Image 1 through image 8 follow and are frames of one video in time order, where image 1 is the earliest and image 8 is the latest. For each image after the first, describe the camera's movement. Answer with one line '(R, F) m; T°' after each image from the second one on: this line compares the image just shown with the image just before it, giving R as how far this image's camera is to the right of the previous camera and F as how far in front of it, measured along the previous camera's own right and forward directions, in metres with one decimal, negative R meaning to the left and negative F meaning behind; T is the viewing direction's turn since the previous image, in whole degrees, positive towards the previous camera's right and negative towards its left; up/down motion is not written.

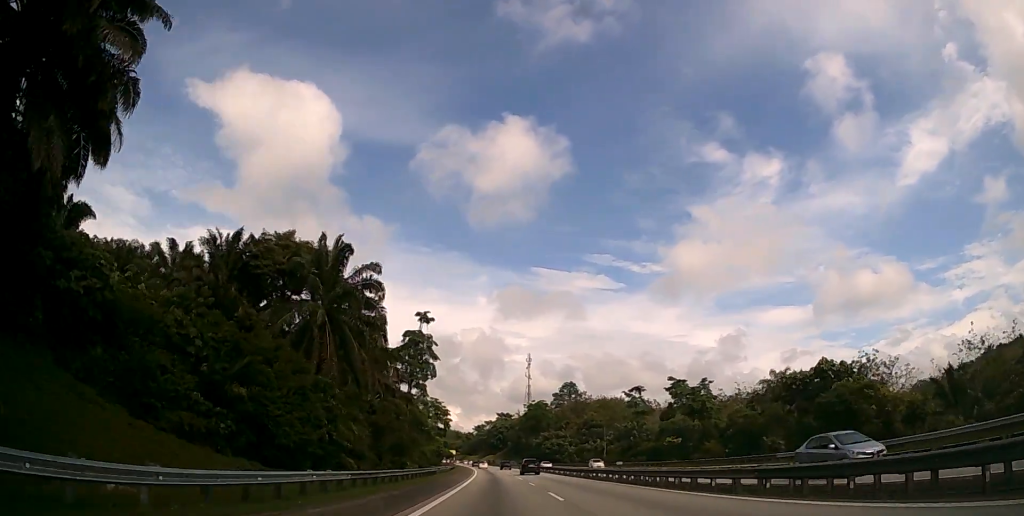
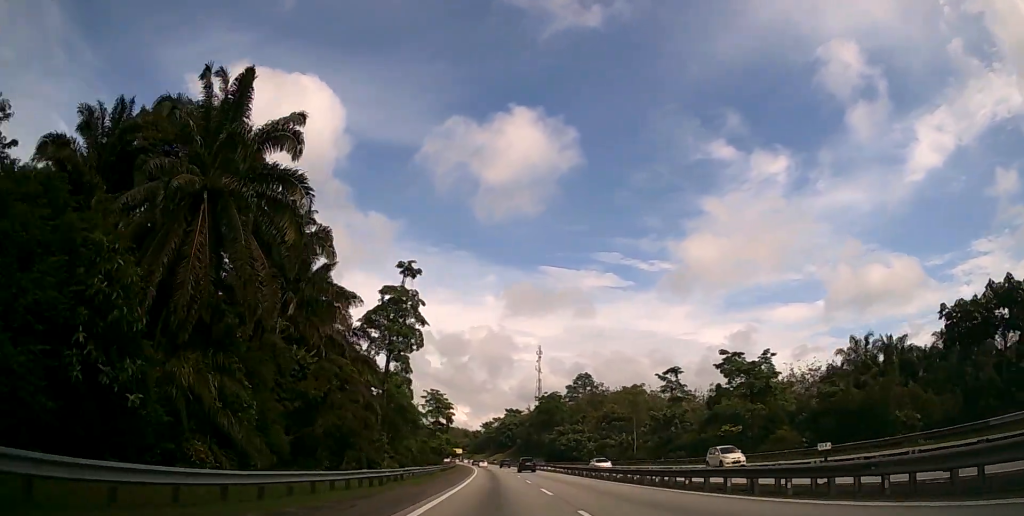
(-0.1, +21.1) m; -1°
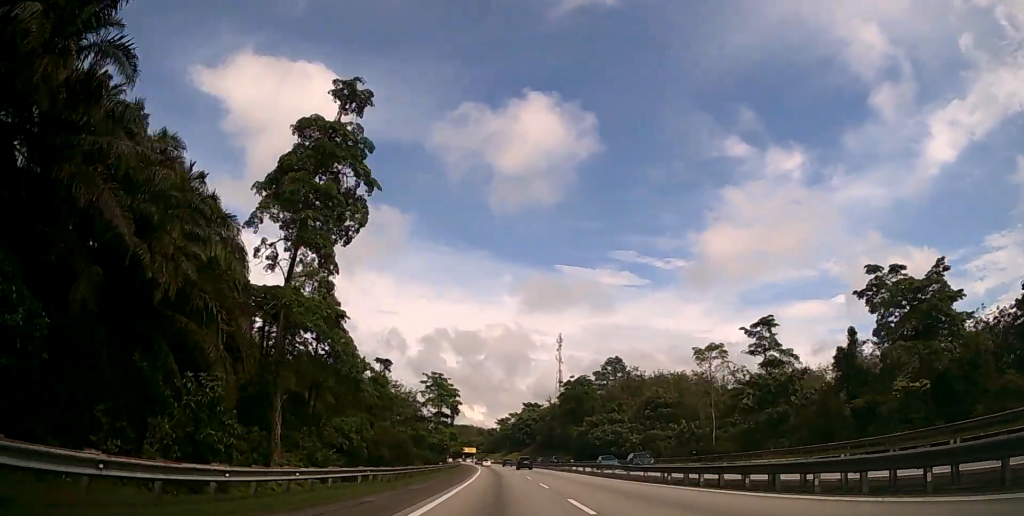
(-0.5, +33.2) m; -2°
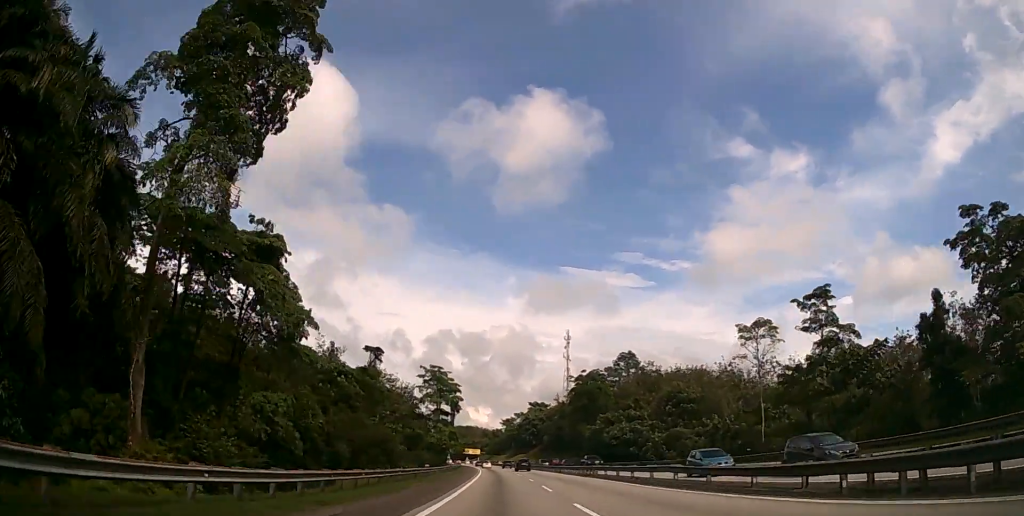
(-0.1, +13.1) m; -1°
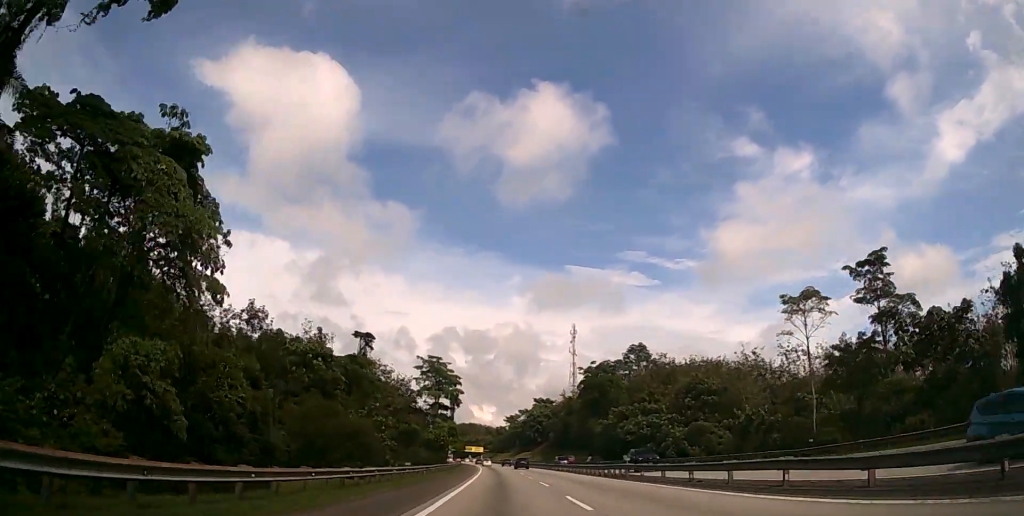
(0.0, +10.1) m; 0°
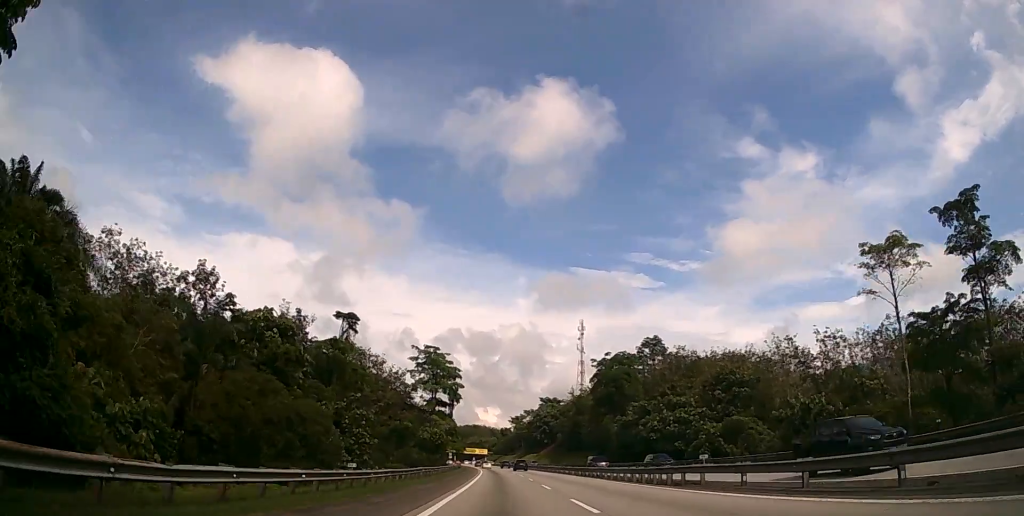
(-0.1, +13.1) m; 0°
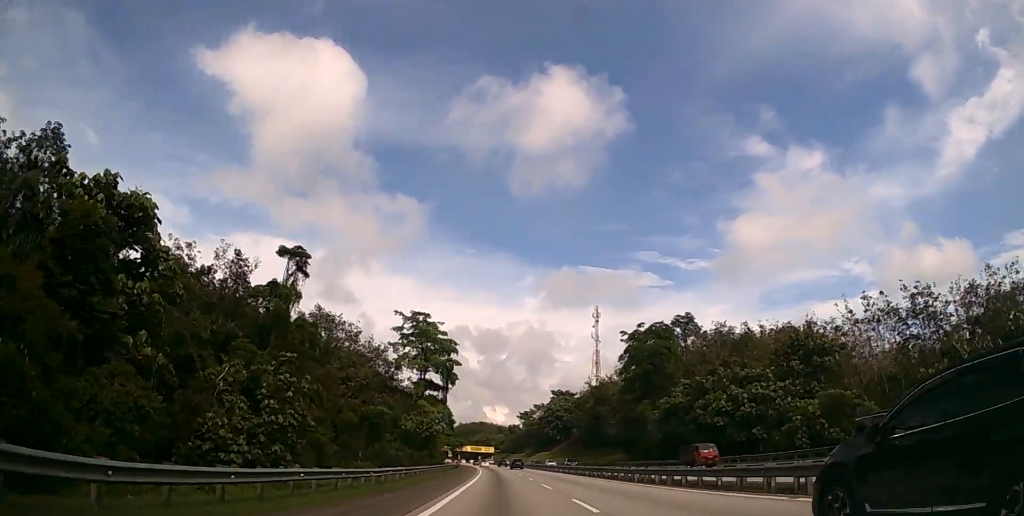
(-0.2, +24.2) m; -1°
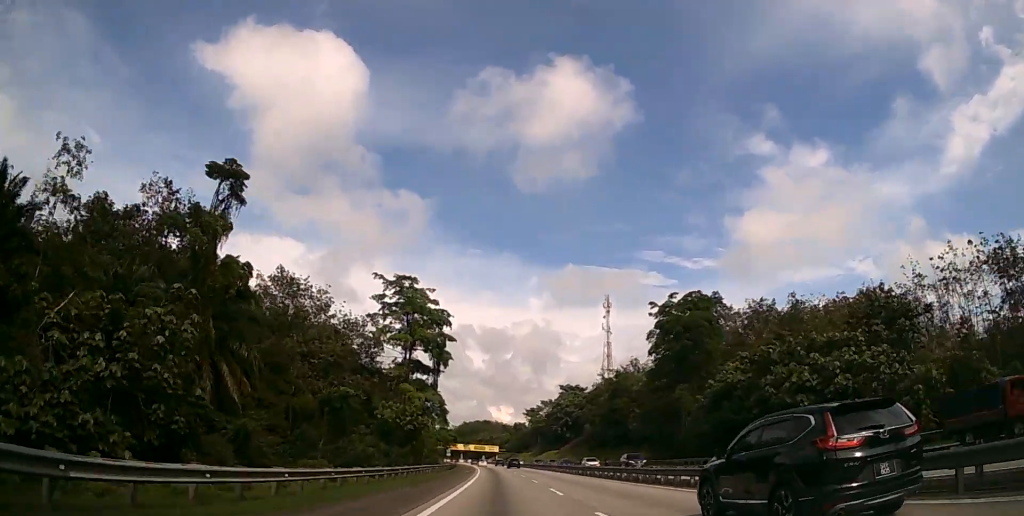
(-0.1, +17.3) m; 0°
